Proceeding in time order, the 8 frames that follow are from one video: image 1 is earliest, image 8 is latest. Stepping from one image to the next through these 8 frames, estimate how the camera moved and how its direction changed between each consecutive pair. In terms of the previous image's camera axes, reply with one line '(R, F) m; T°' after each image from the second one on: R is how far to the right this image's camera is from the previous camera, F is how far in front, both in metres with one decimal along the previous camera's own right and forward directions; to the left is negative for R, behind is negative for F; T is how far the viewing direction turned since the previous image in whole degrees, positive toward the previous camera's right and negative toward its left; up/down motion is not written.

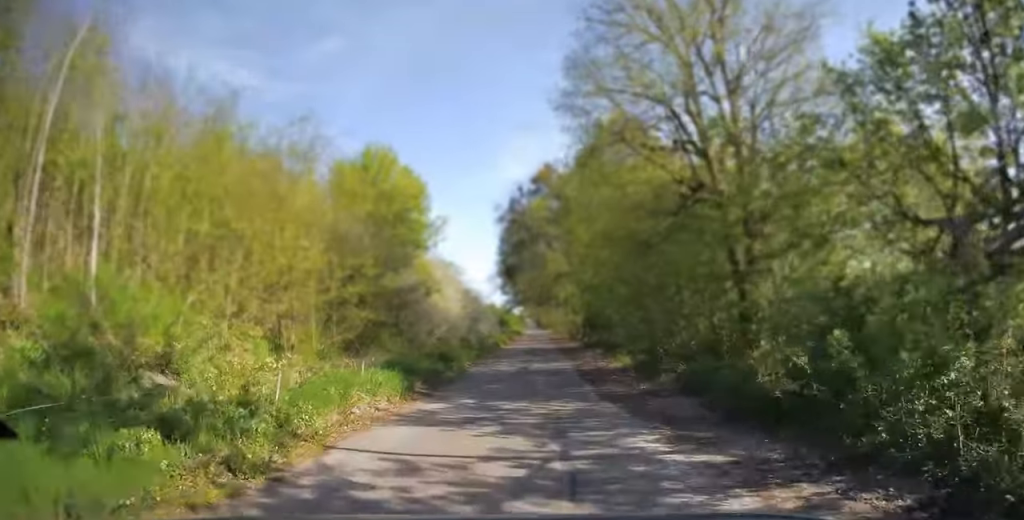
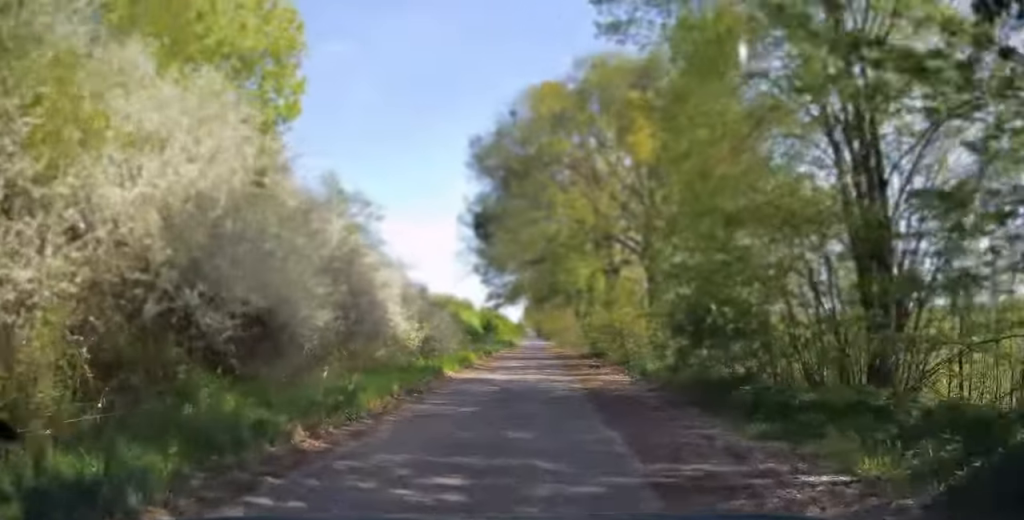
(0.0, +25.7) m; +1°
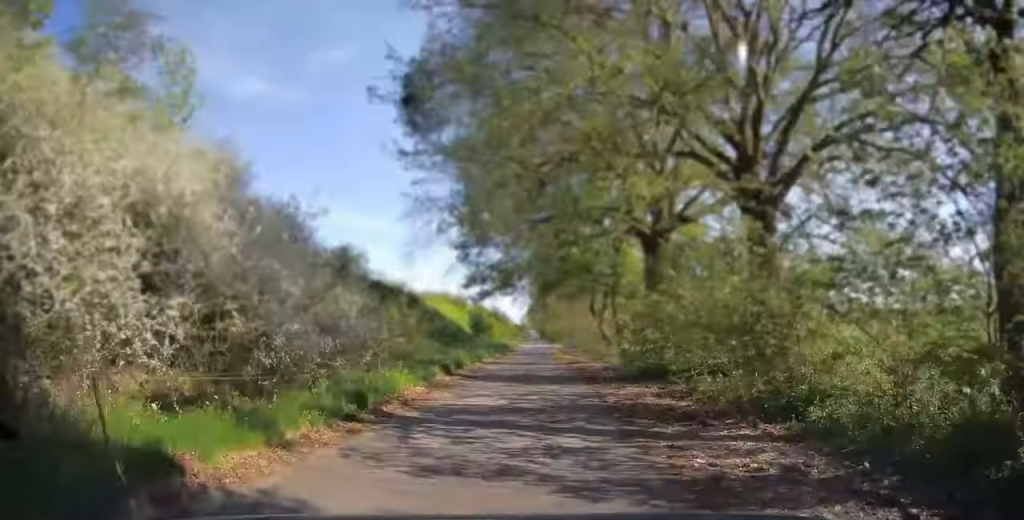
(+0.1, +15.1) m; -1°
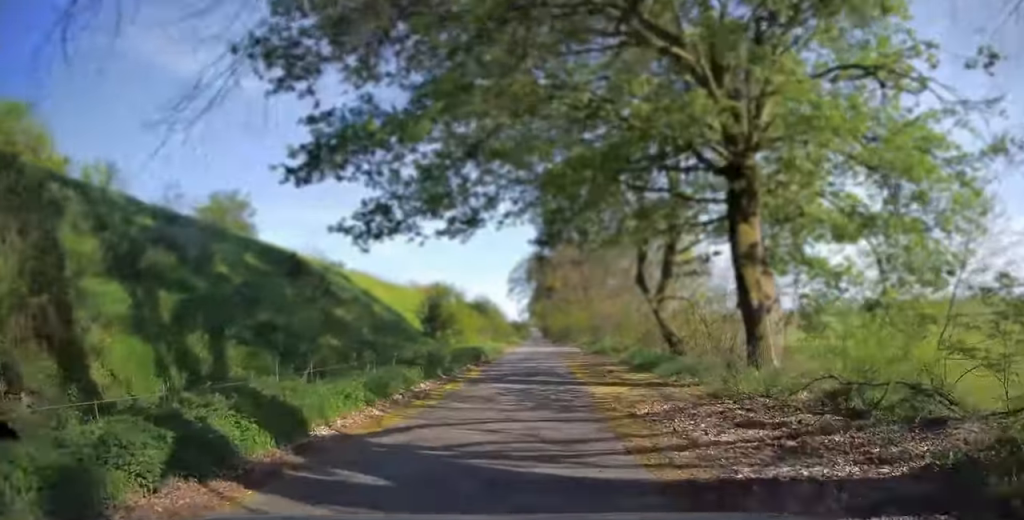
(-0.2, +23.5) m; 0°
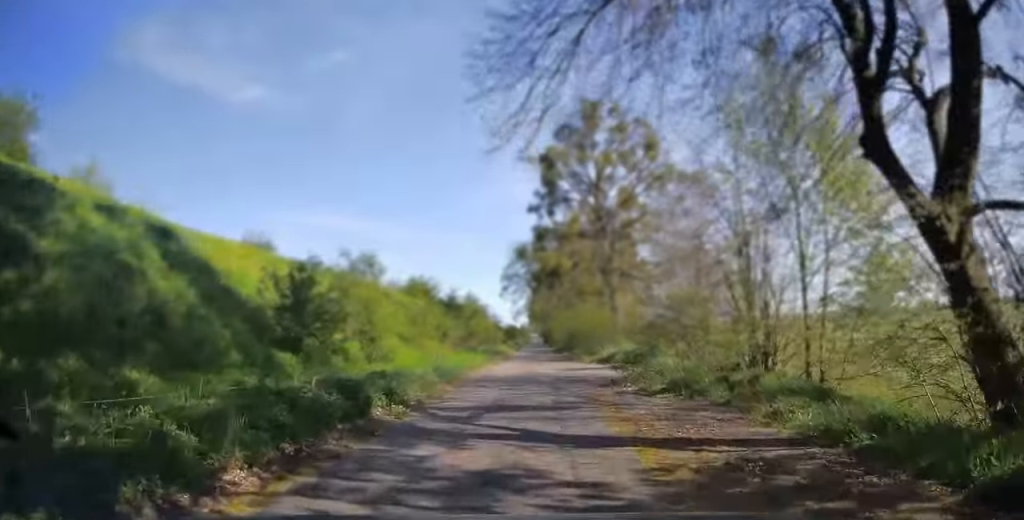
(+0.1, +18.2) m; 0°
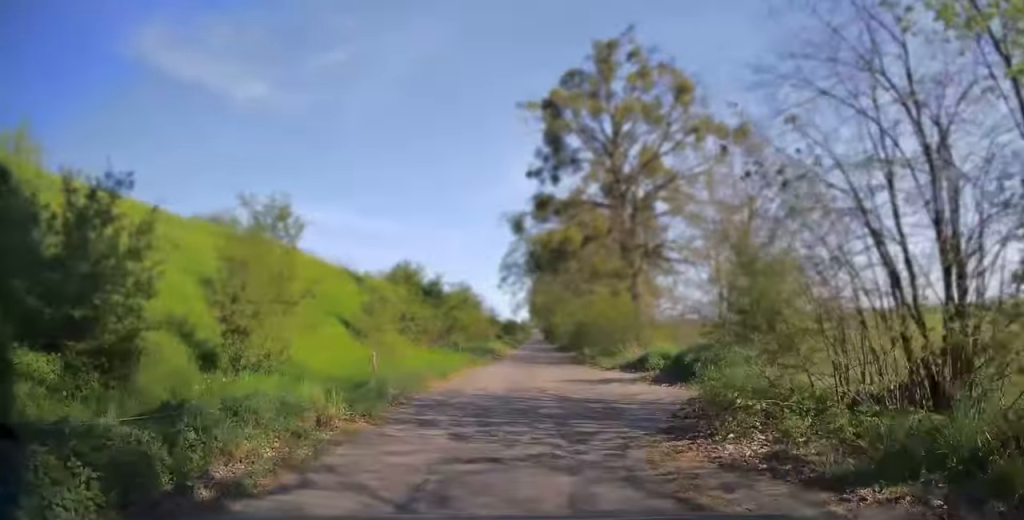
(0.0, +8.0) m; 0°
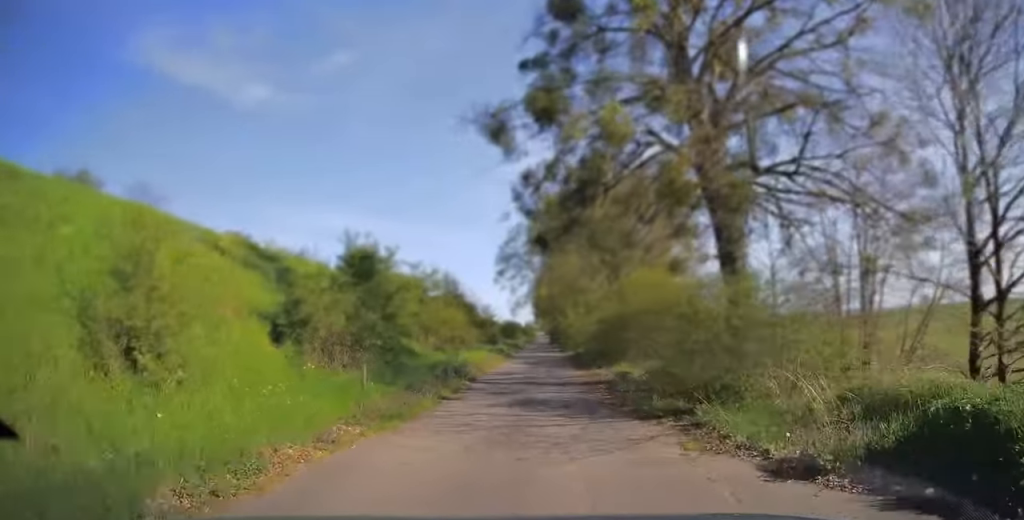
(-0.1, +14.3) m; -1°
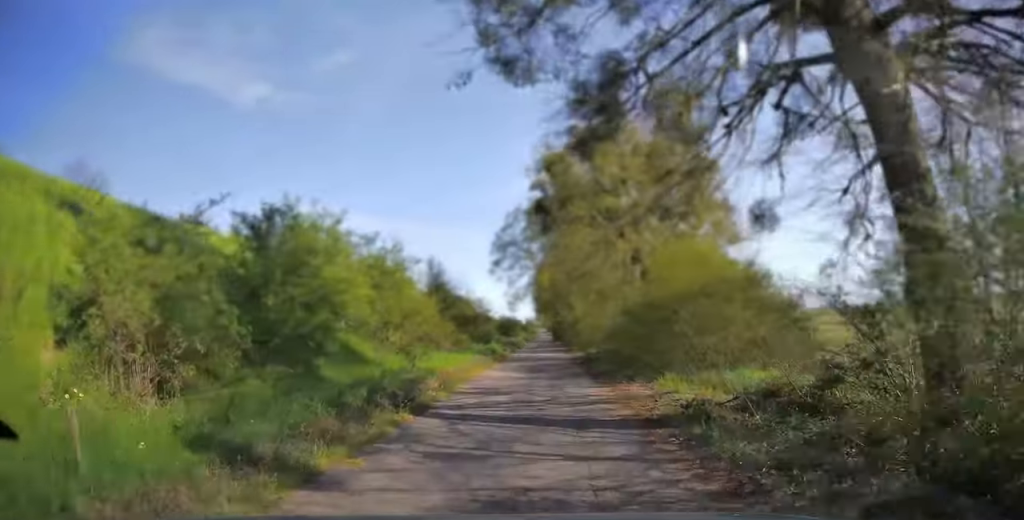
(-0.1, +7.8) m; 0°
